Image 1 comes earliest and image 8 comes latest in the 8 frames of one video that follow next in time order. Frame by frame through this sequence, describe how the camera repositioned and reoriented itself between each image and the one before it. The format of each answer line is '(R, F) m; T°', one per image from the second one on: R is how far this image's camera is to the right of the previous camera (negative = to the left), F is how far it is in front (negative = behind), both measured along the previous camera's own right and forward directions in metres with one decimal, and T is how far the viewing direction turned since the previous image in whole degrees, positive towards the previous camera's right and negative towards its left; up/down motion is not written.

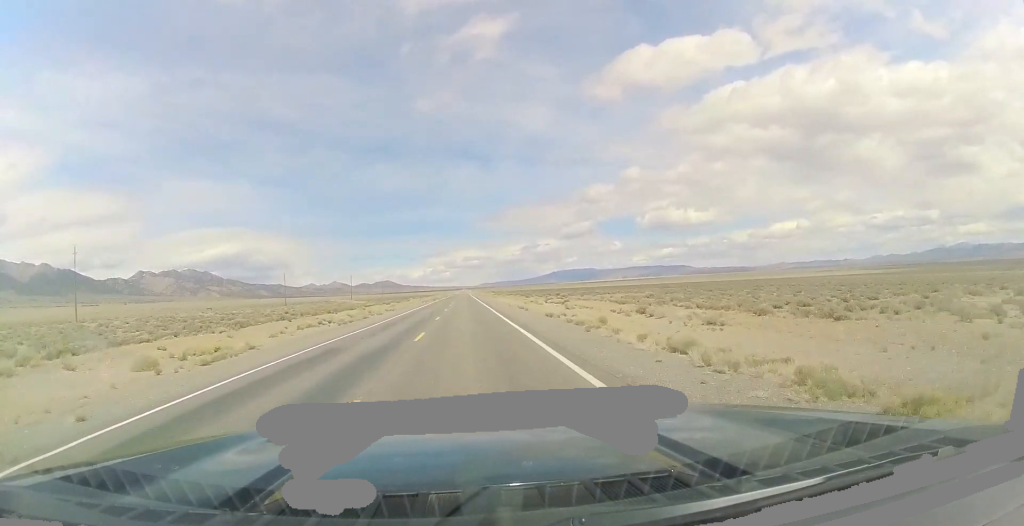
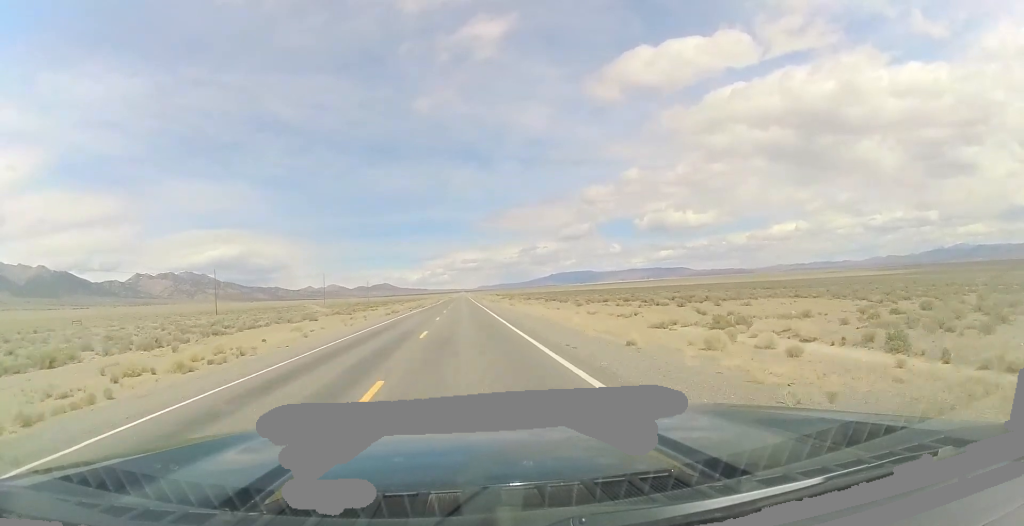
(-0.2, +52.4) m; 0°
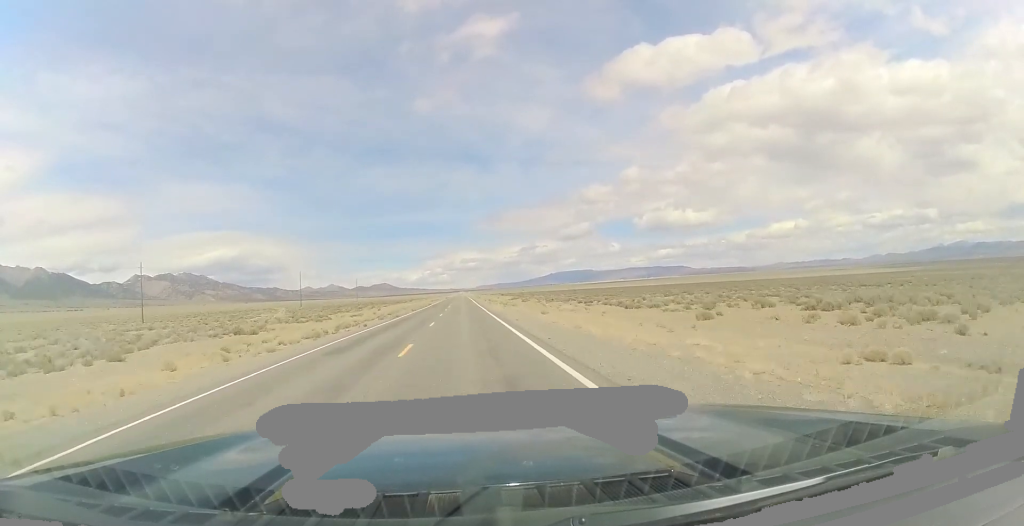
(+0.1, +33.2) m; +1°
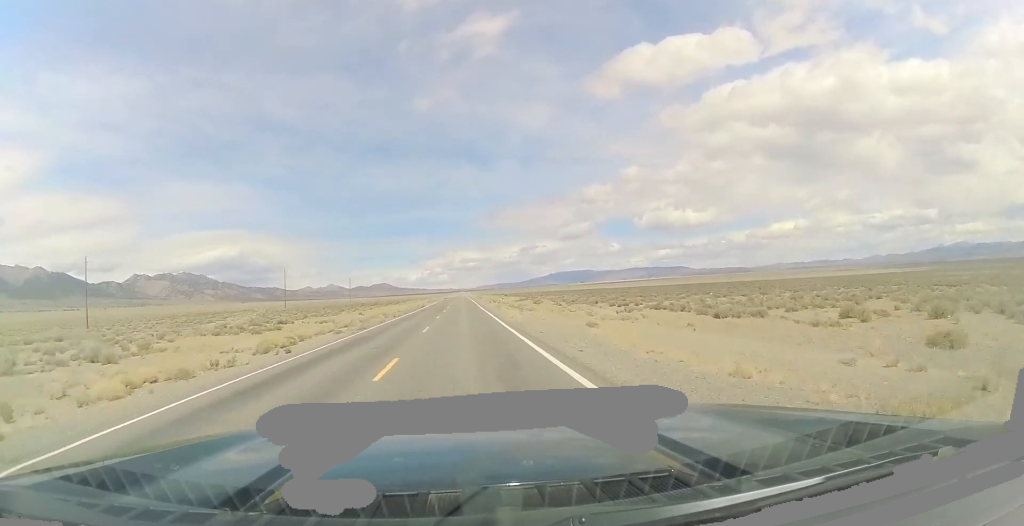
(+0.5, +17.7) m; +1°
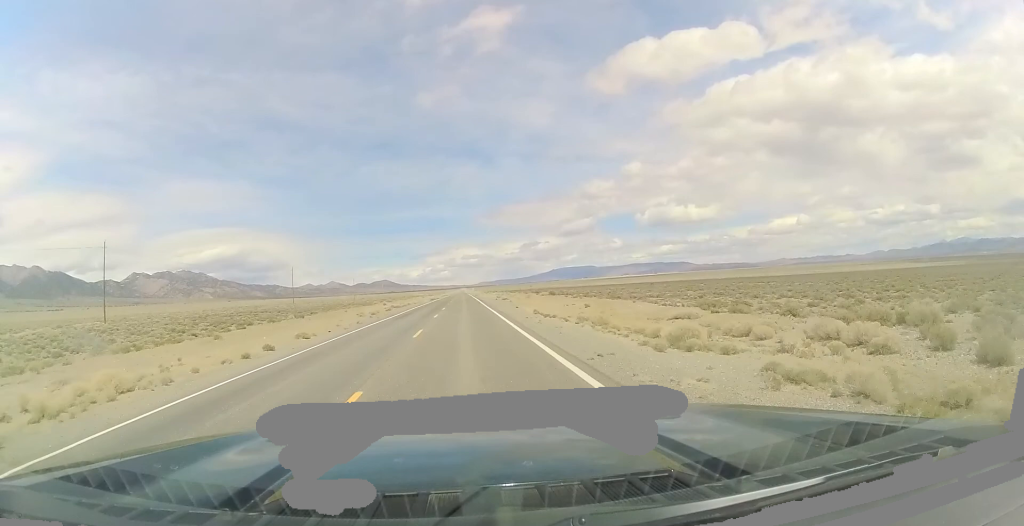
(-2.2, +100.5) m; -3°
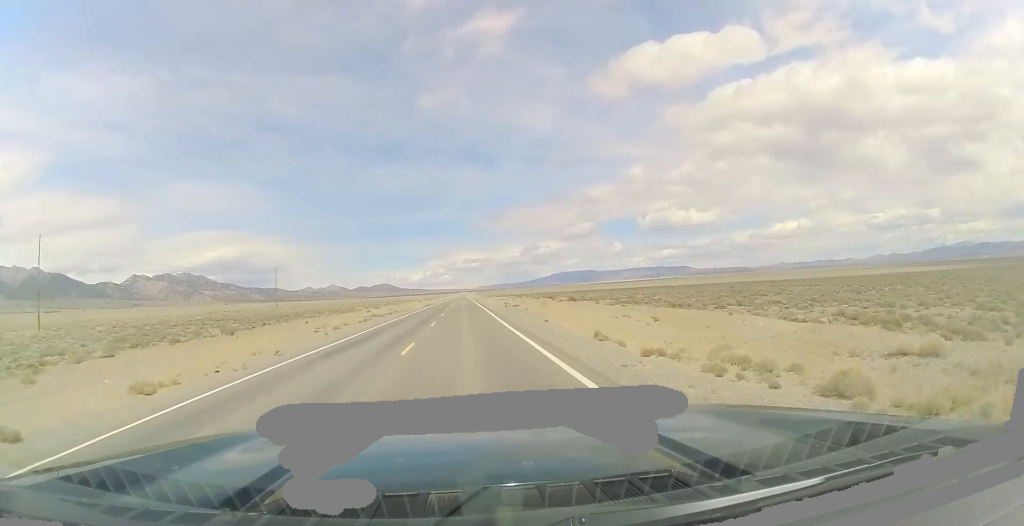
(-0.3, +17.7) m; 0°
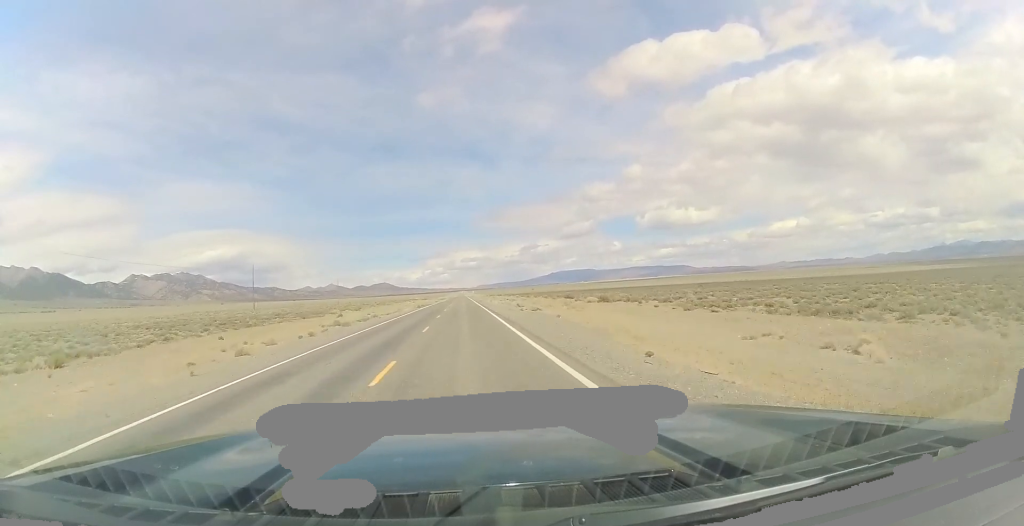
(+0.3, +18.9) m; +1°
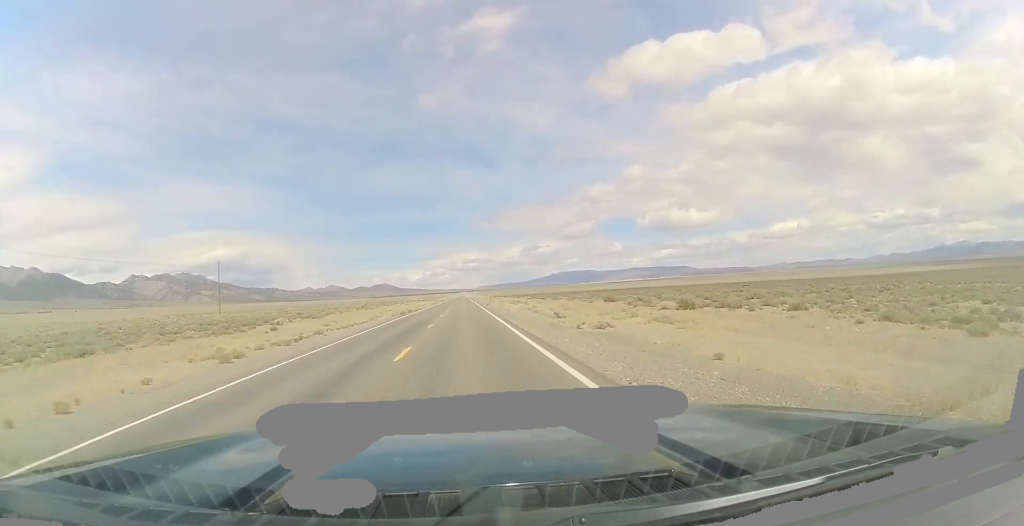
(+0.2, +23.6) m; +1°
